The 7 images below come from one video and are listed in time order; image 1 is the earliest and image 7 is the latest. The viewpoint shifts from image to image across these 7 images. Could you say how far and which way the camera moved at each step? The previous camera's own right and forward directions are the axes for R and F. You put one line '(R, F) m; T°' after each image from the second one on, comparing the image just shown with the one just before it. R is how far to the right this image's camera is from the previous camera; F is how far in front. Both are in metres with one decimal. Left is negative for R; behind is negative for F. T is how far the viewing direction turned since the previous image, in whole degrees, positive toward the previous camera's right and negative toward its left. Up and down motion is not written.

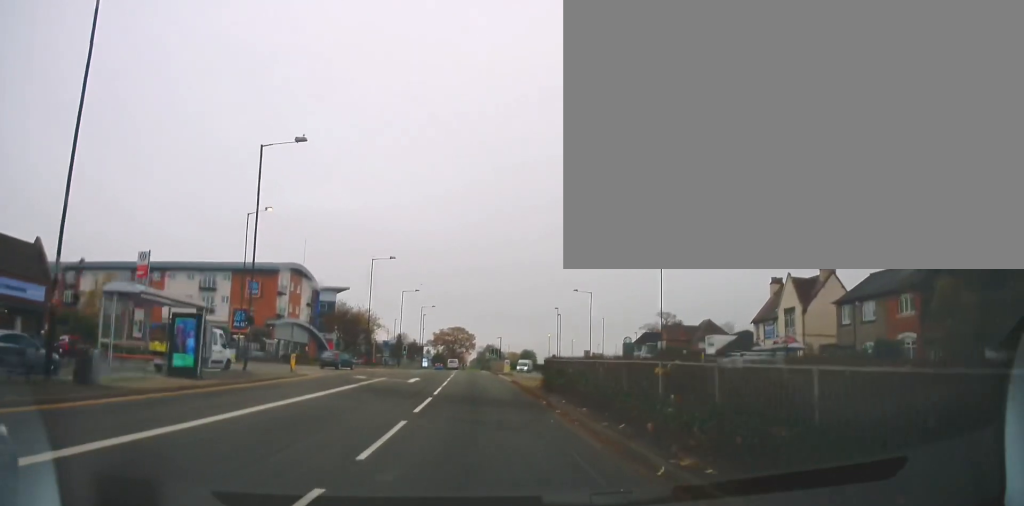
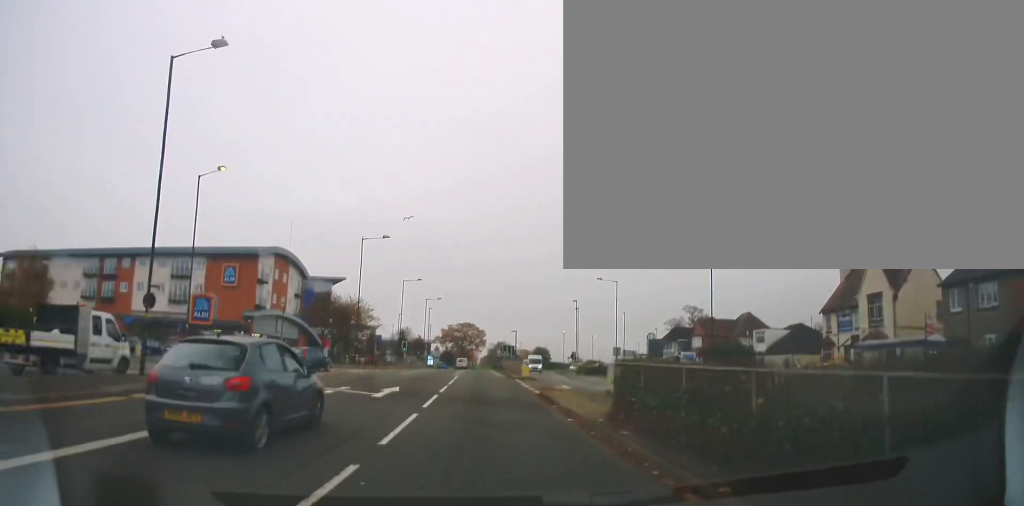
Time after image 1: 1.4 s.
(-0.2, +10.0) m; -1°
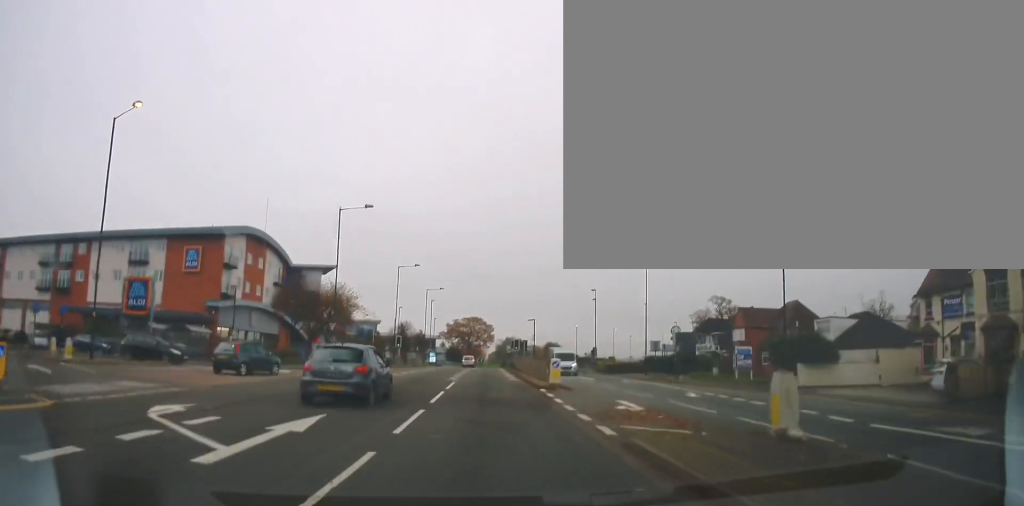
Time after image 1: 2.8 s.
(-0.2, +10.9) m; 0°
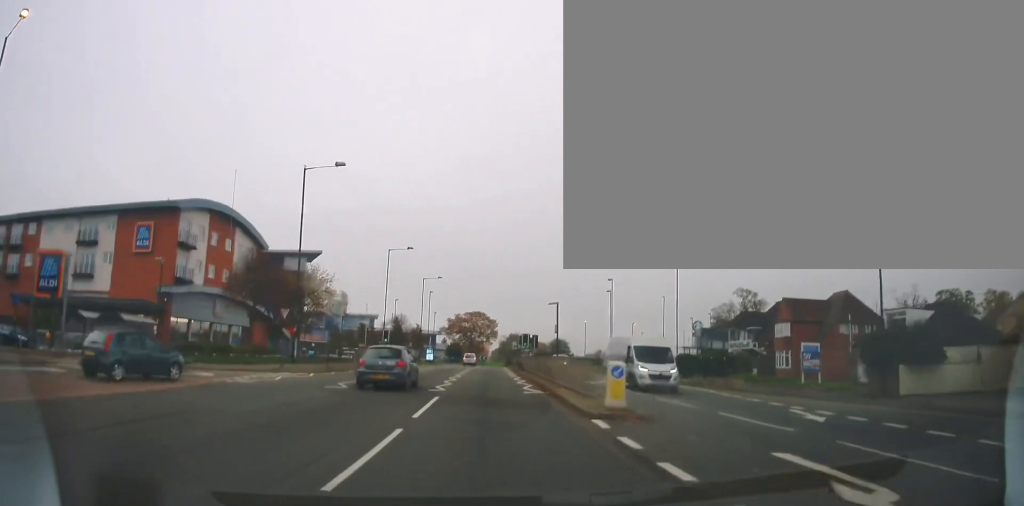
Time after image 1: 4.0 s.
(+0.2, +10.0) m; +1°
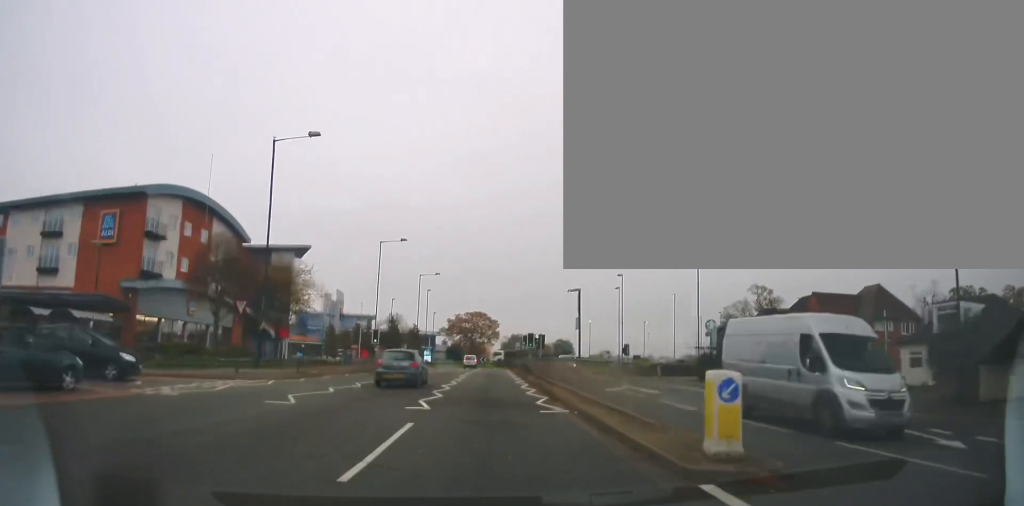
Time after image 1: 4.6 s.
(+0.1, +5.5) m; -1°
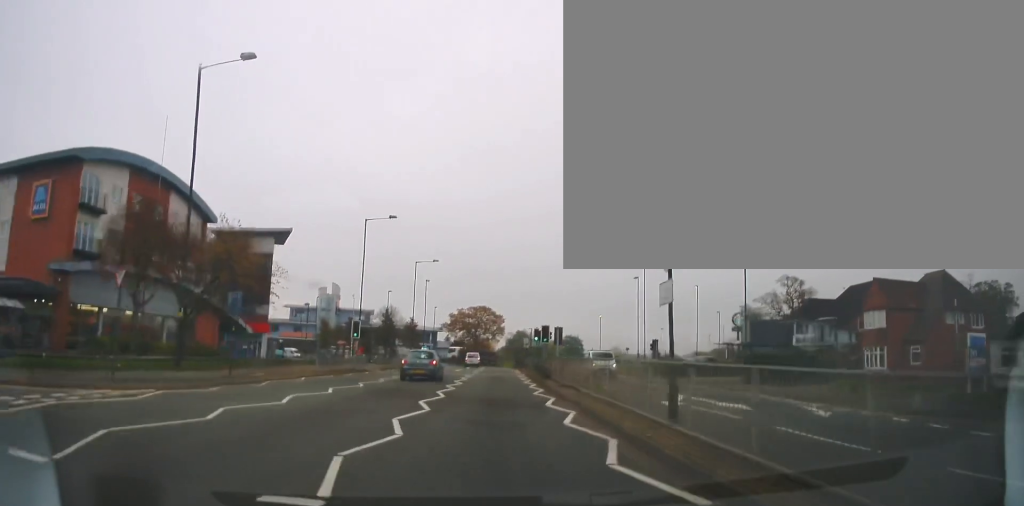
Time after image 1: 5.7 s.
(-0.3, +8.8) m; -2°
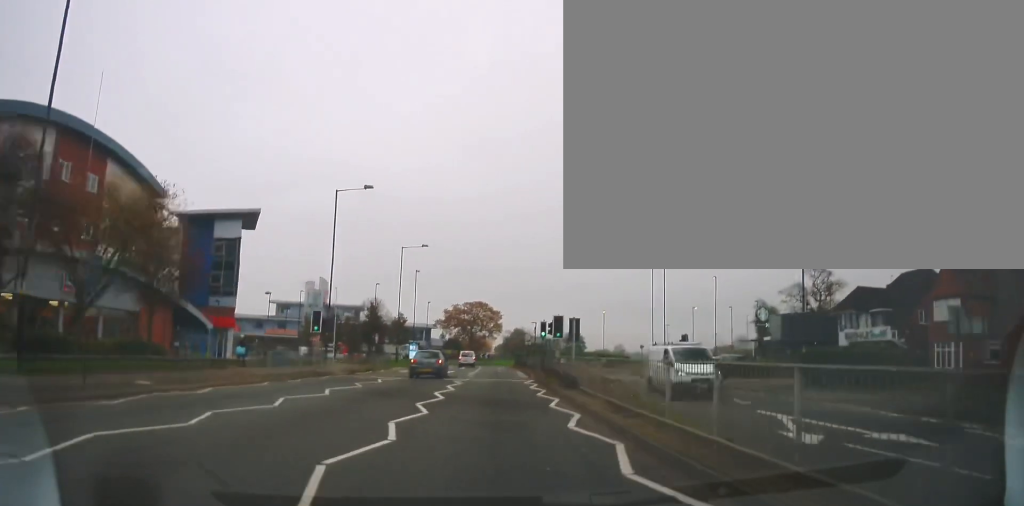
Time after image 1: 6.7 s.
(0.0, +8.6) m; +2°
